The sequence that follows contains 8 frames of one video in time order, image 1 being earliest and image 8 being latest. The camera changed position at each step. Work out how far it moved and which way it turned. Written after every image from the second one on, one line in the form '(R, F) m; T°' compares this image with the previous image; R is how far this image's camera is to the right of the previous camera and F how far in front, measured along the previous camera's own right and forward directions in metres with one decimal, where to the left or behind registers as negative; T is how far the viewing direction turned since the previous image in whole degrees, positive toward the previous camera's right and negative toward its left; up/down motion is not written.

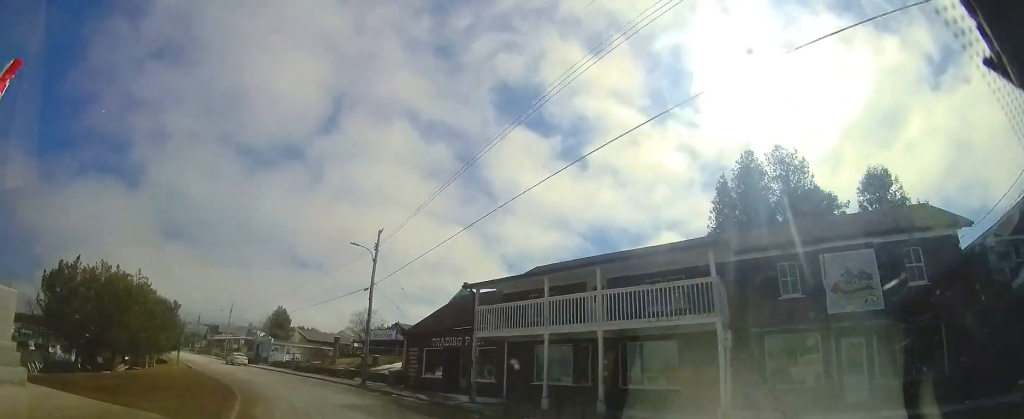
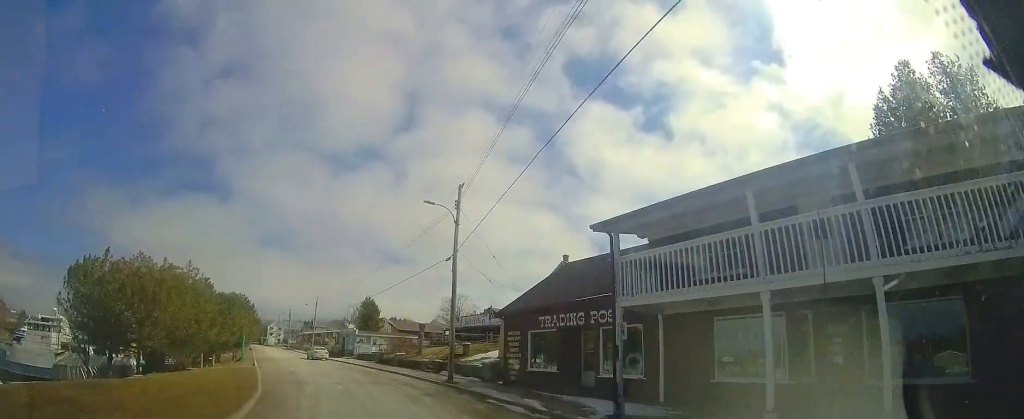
(-0.8, +6.2) m; -14°
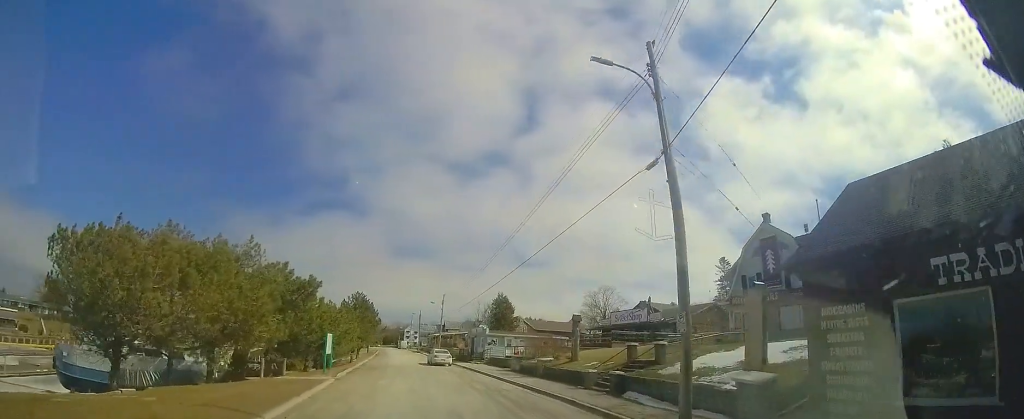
(-1.5, +9.8) m; -17°
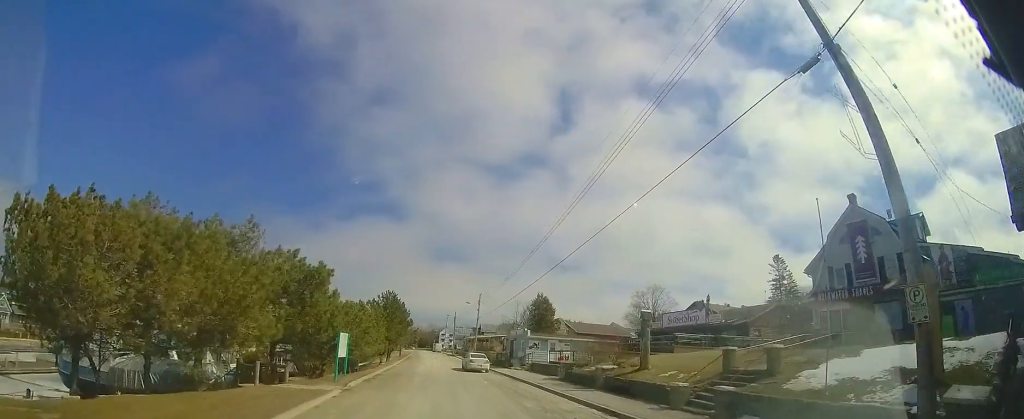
(-0.4, +4.1) m; -3°
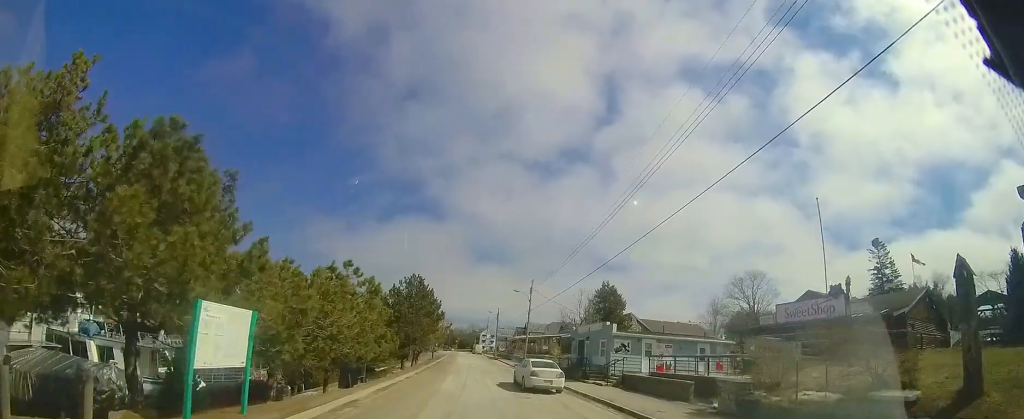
(-0.5, +11.7) m; -7°
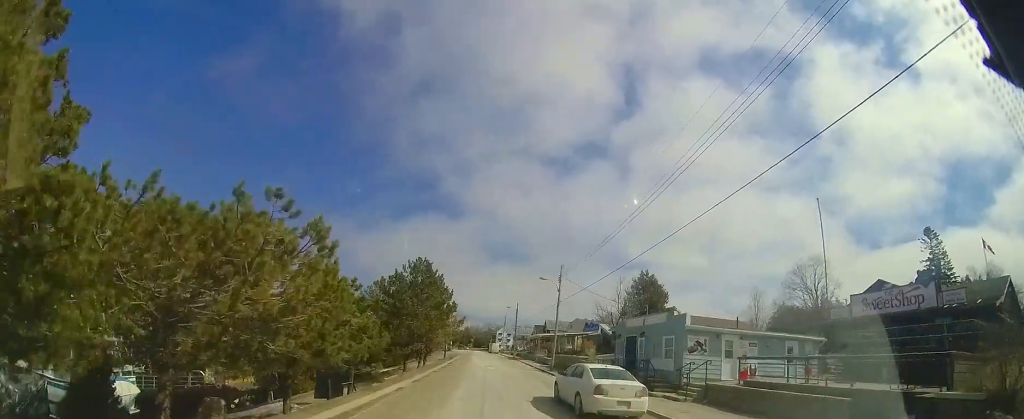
(-0.5, +6.4) m; -4°
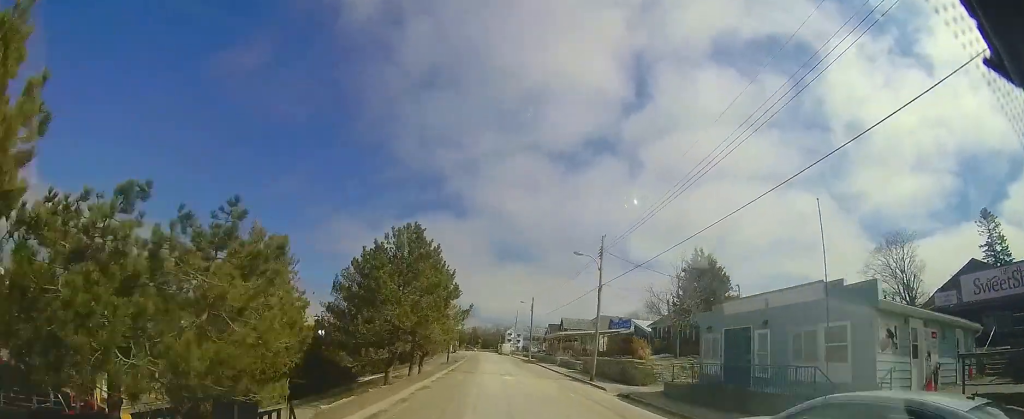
(-0.3, +8.8) m; +1°
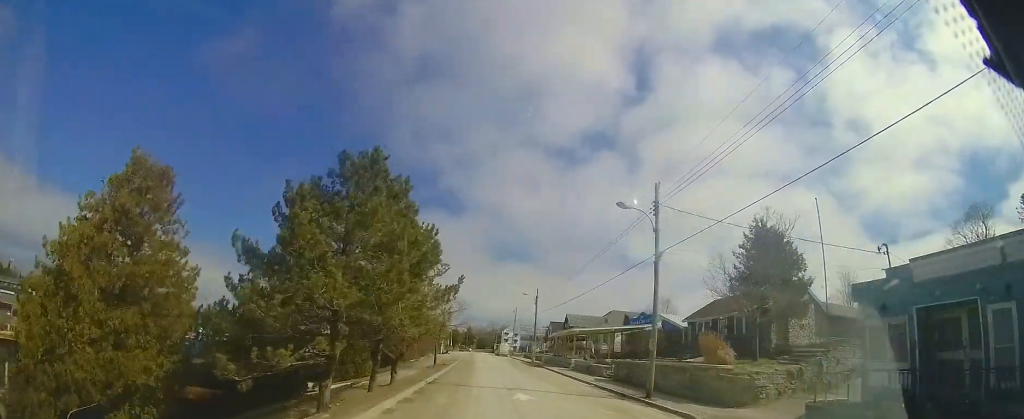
(+0.4, +8.1) m; +1°
